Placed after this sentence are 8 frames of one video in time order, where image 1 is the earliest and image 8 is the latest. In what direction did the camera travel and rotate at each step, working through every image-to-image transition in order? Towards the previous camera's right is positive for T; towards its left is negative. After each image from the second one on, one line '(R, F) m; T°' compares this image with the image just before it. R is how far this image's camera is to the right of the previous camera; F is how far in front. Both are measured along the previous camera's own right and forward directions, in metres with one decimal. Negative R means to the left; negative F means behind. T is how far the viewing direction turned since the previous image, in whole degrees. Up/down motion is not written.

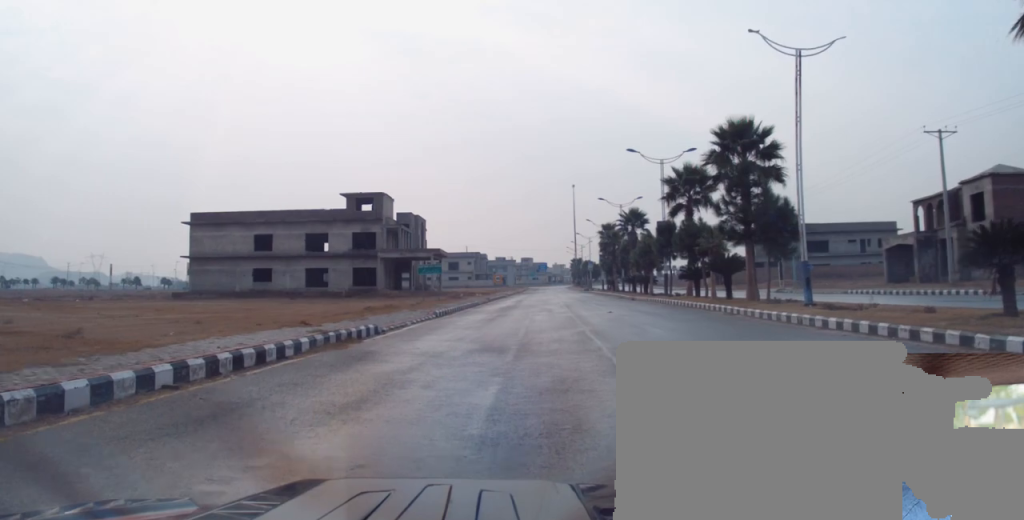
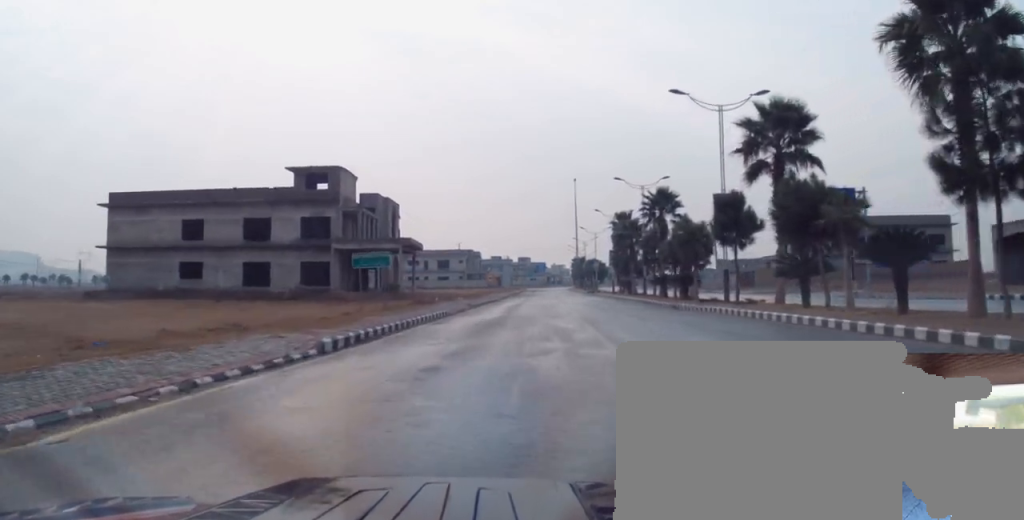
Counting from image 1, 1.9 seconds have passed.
(+0.6, +17.0) m; +3°
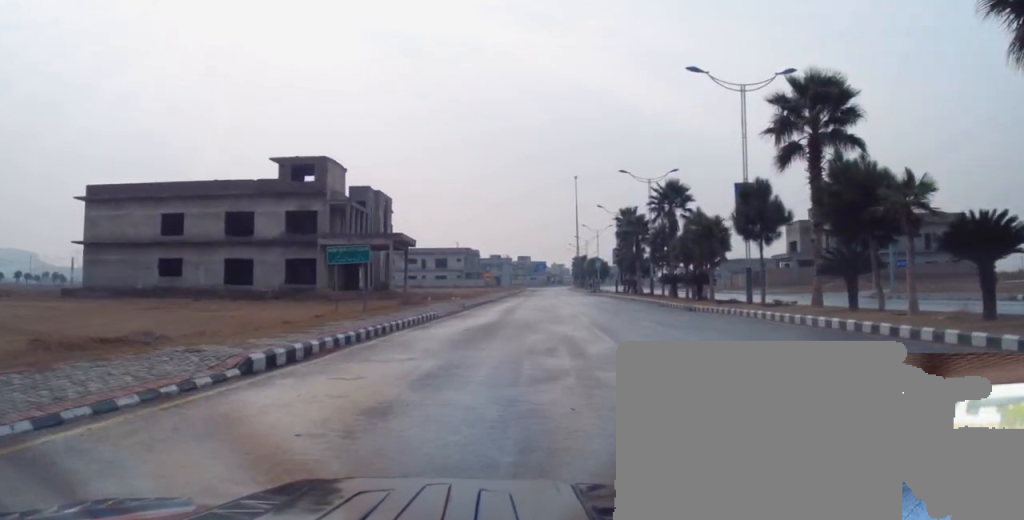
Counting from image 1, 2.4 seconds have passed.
(+0.1, +3.7) m; -1°
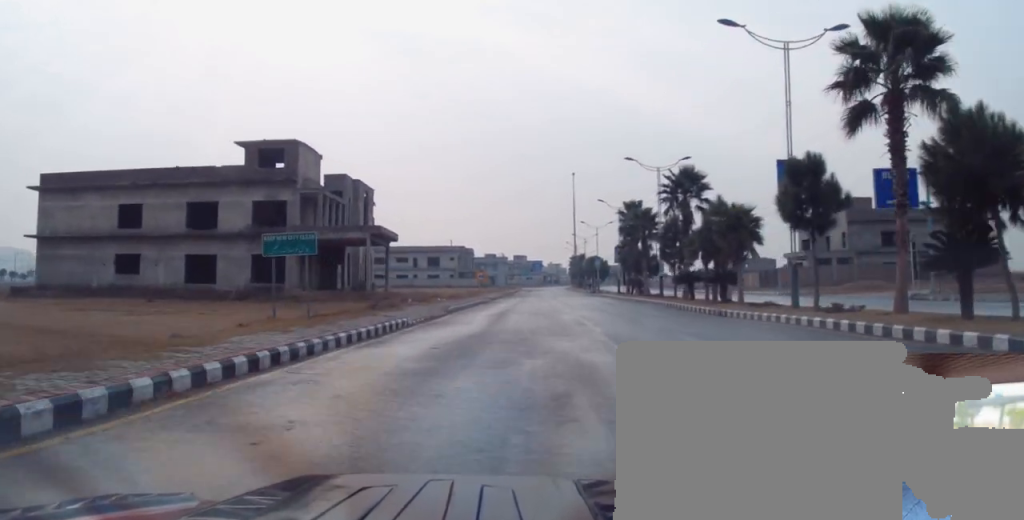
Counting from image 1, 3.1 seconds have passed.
(-0.2, +6.4) m; 0°
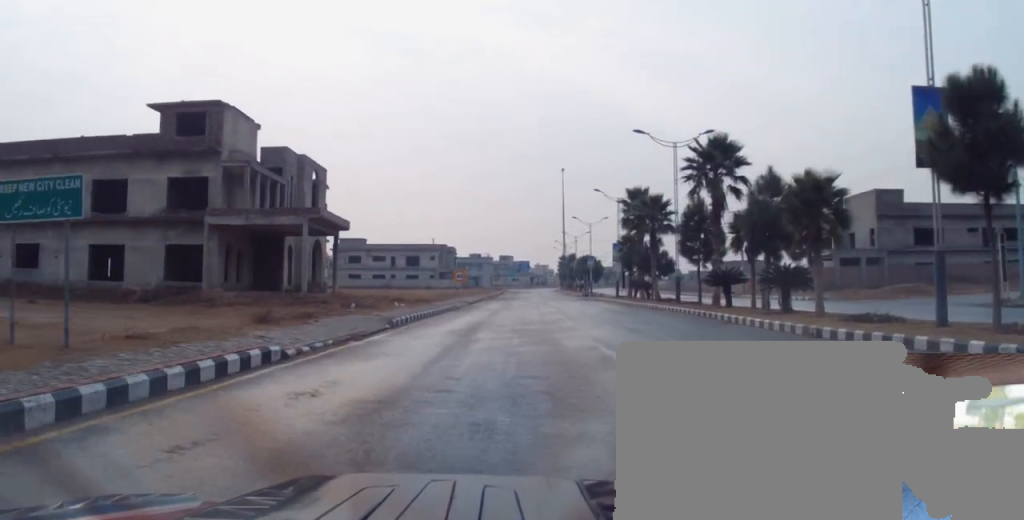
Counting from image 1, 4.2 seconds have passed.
(+0.2, +10.7) m; +3°
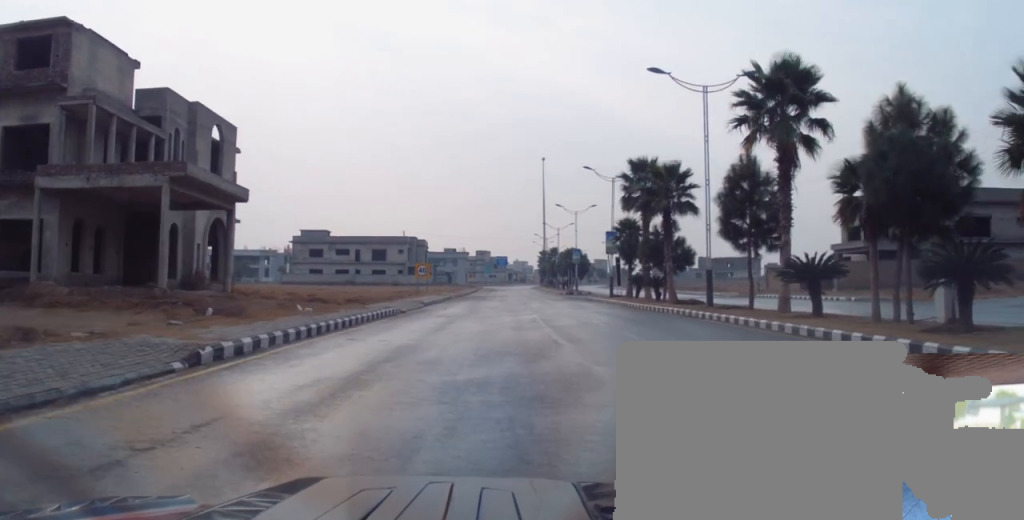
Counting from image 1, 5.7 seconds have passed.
(+0.2, +12.5) m; 0°
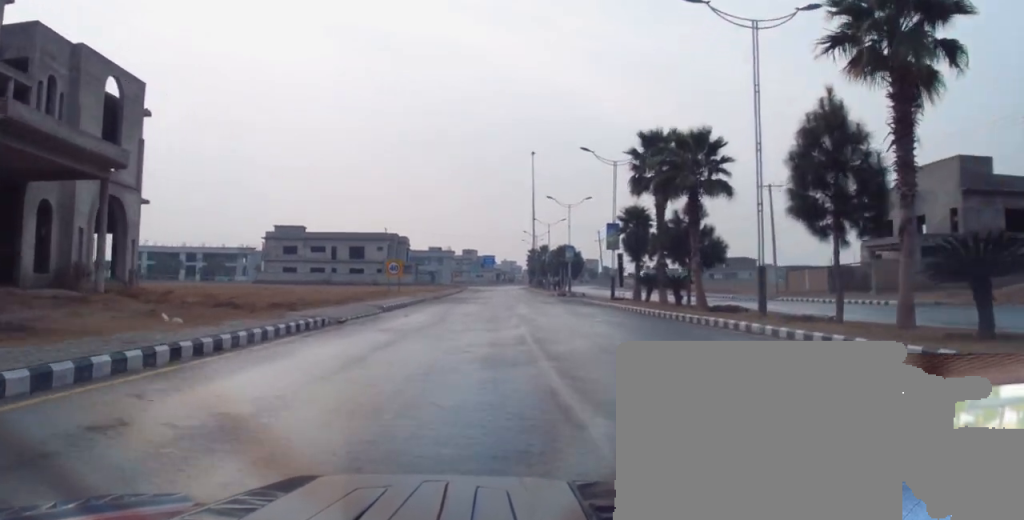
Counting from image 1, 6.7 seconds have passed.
(-0.2, +8.7) m; -1°
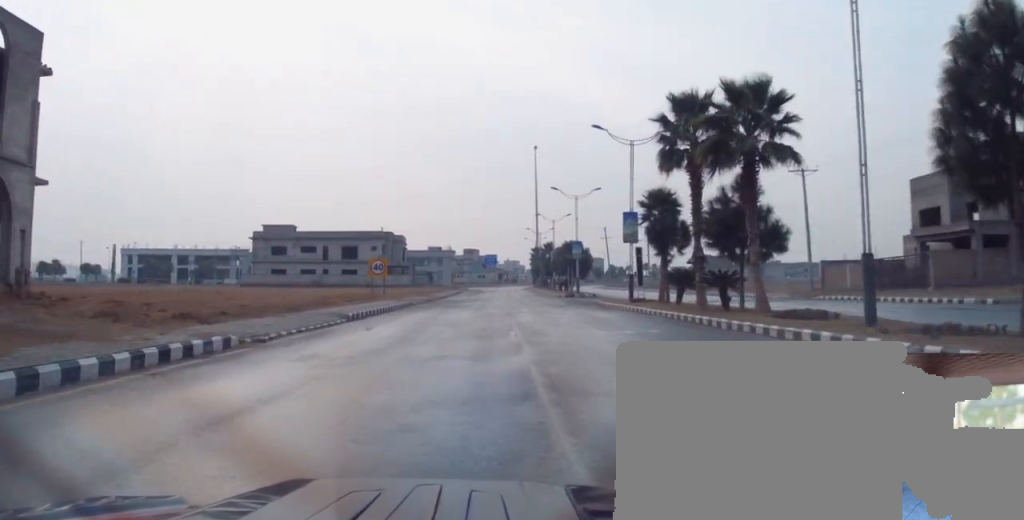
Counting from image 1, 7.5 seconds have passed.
(0.0, +7.3) m; 0°
